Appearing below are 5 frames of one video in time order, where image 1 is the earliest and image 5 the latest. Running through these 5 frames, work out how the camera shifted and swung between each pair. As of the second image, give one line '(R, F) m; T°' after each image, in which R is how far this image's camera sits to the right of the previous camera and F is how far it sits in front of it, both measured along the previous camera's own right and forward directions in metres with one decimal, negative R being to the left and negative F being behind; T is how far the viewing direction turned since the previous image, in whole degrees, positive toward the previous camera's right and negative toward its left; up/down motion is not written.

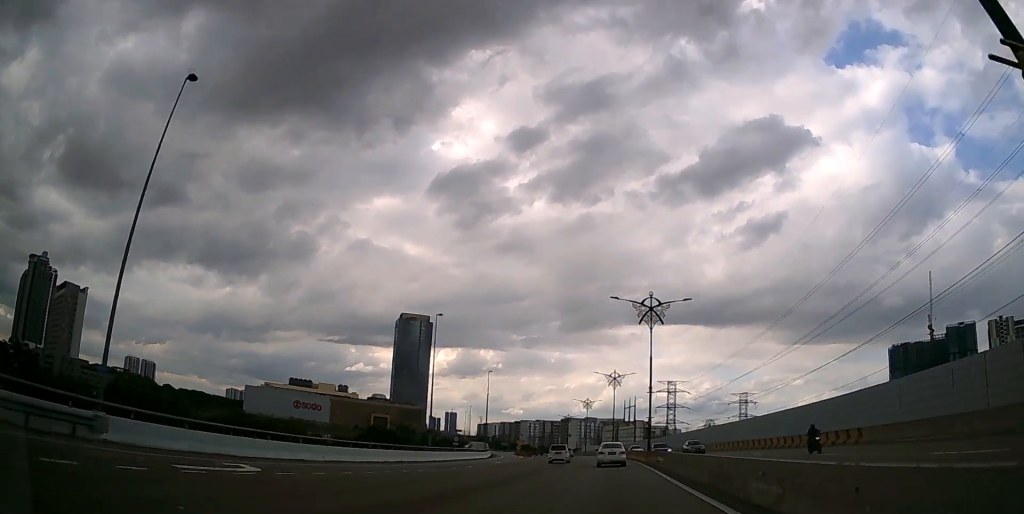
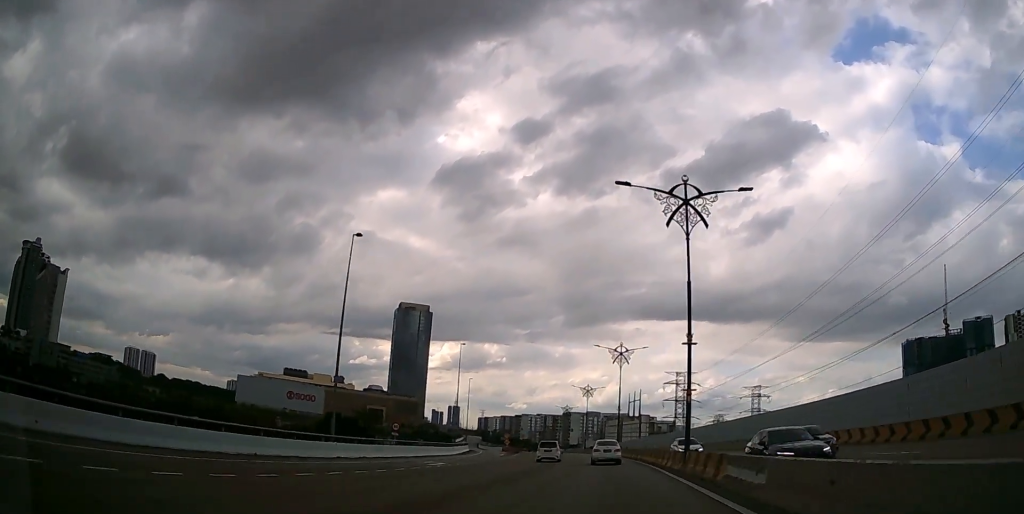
(0.0, +18.6) m; 0°
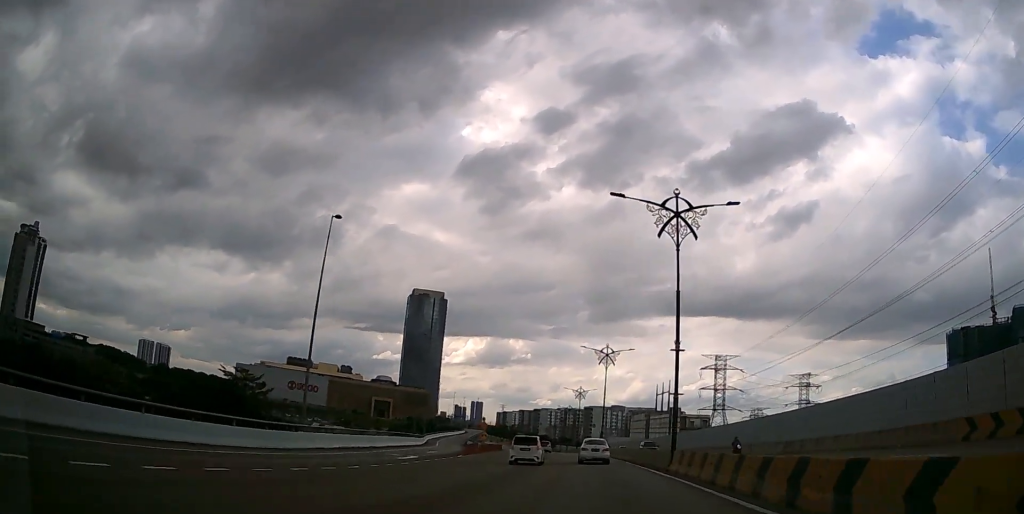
(-0.5, +38.7) m; -2°
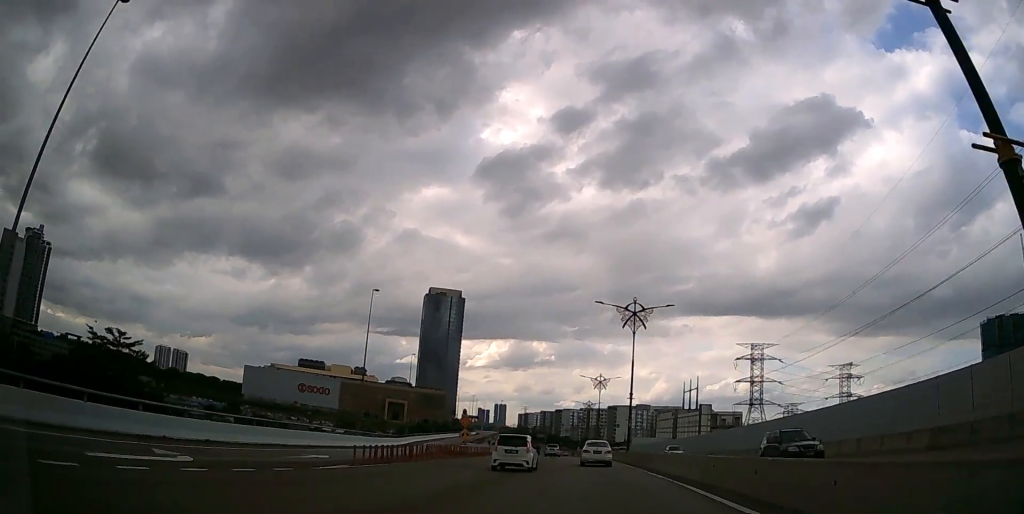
(-0.2, +20.7) m; -2°
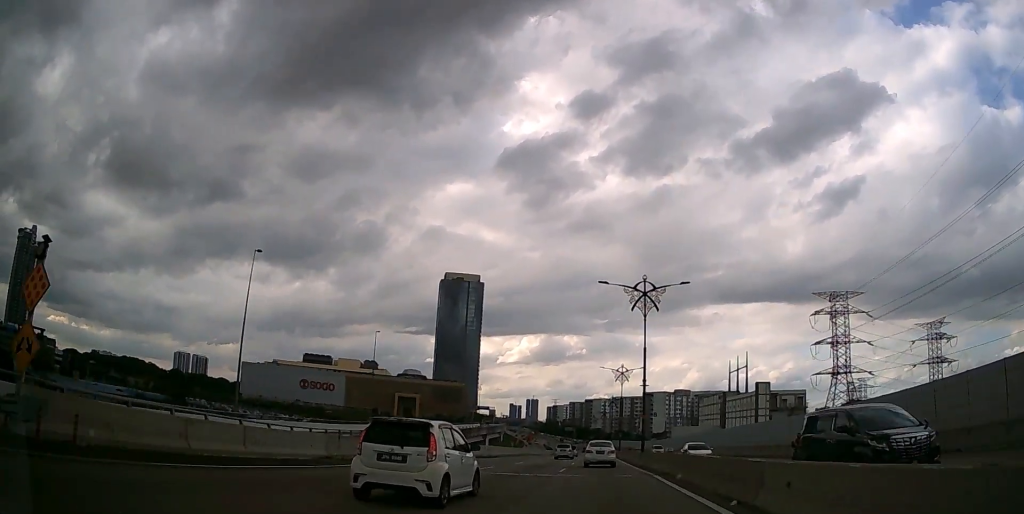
(-2.0, +47.6) m; -4°
